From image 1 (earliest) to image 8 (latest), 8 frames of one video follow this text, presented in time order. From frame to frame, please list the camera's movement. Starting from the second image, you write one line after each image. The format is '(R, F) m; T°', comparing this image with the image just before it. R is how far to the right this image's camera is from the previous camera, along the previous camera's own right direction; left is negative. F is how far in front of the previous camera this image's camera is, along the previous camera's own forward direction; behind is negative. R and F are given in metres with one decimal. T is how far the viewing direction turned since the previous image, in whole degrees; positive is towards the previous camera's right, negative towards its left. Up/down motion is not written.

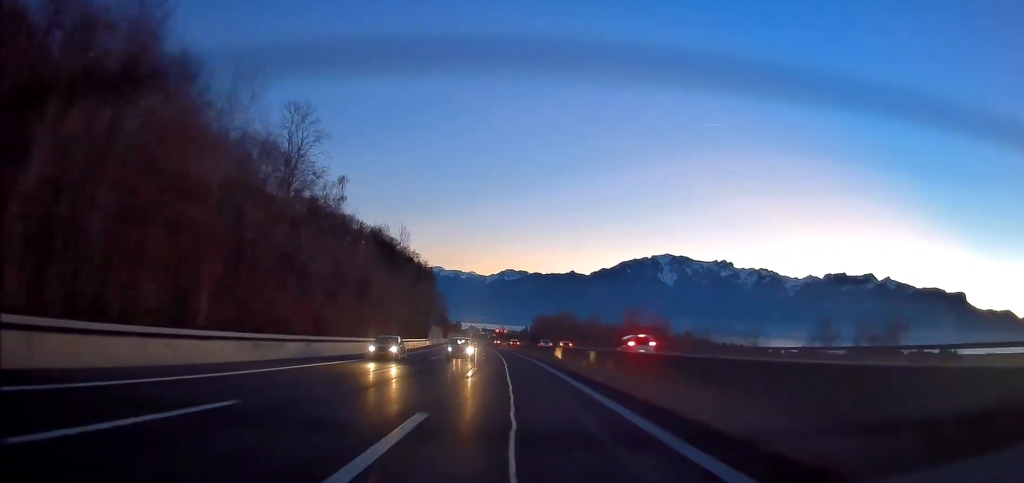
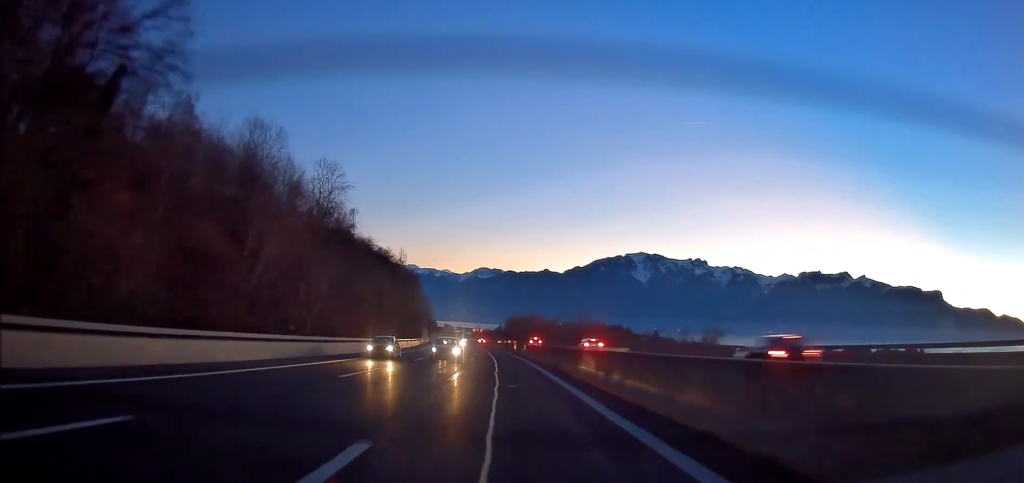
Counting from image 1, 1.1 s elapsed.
(+0.5, +32.8) m; +2°
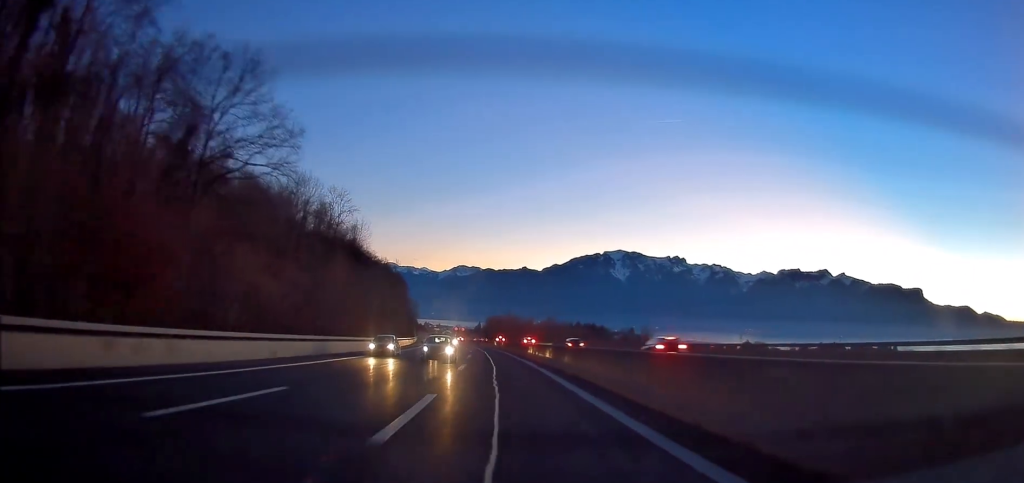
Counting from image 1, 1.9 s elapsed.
(+0.3, +24.7) m; +2°
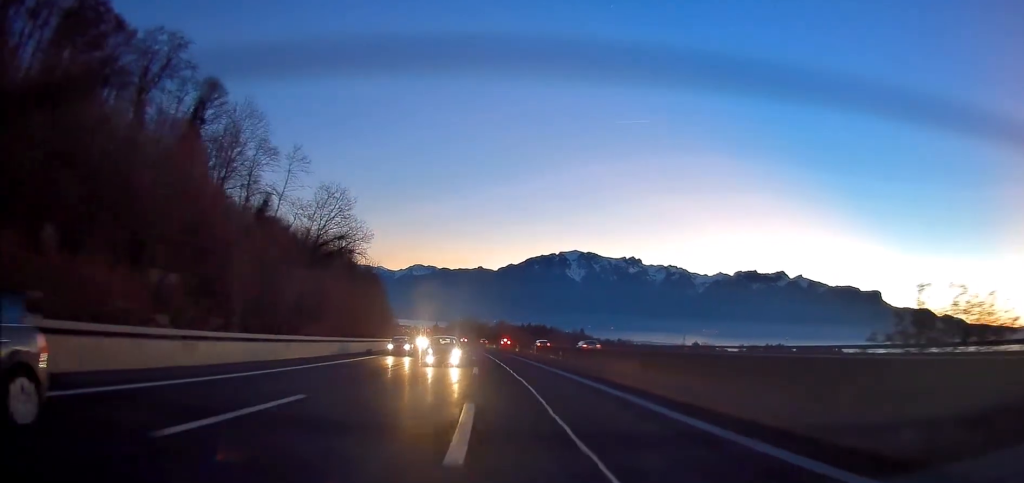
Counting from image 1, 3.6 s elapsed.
(+2.0, +52.7) m; +4°
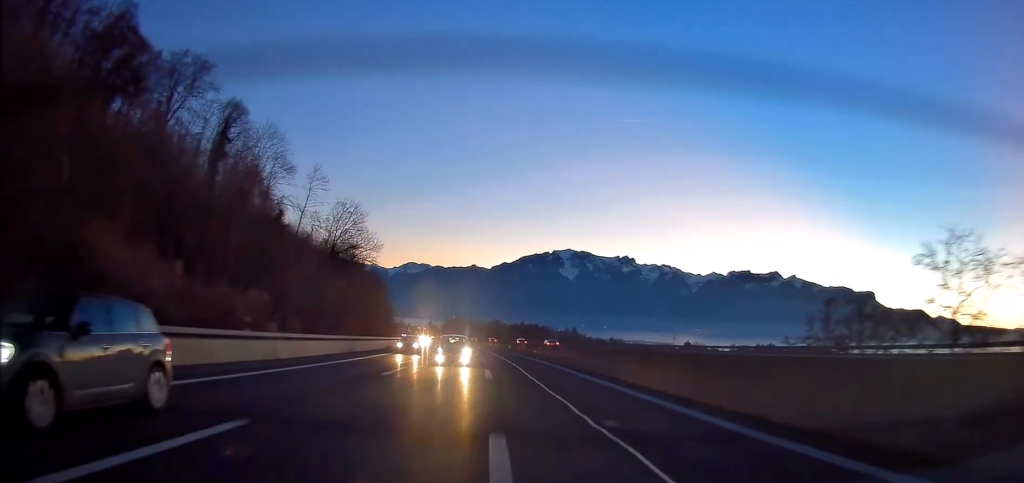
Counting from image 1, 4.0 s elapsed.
(+0.1, +13.6) m; +1°
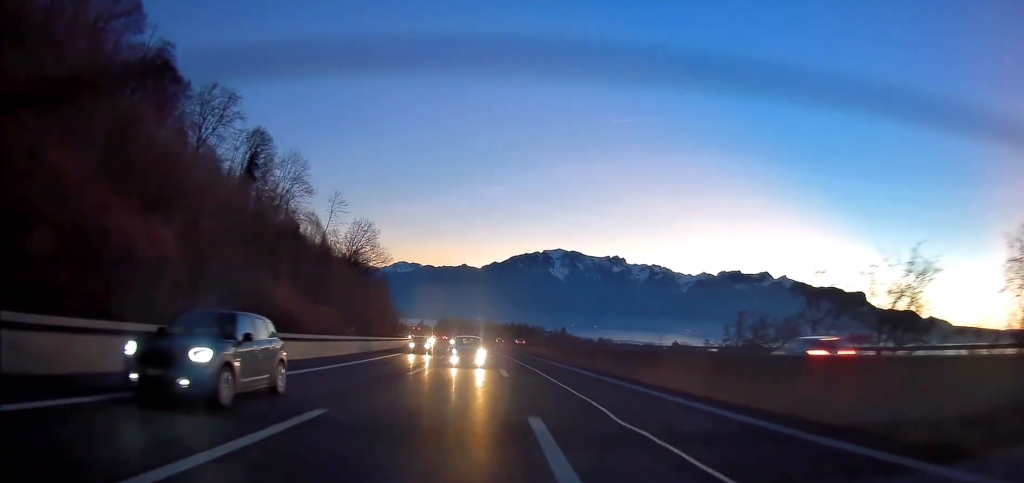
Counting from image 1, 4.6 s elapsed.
(0.0, +19.9) m; +1°
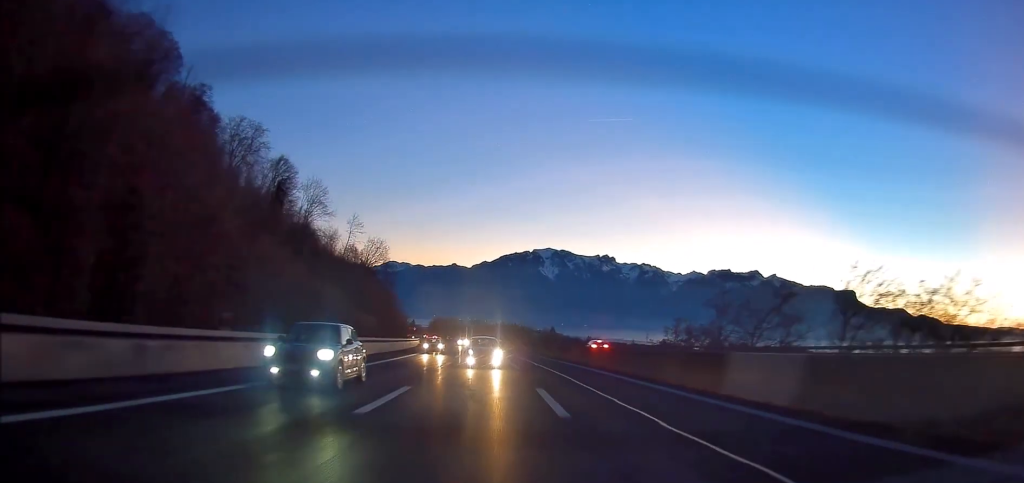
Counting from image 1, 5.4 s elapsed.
(+0.3, +24.2) m; +1°
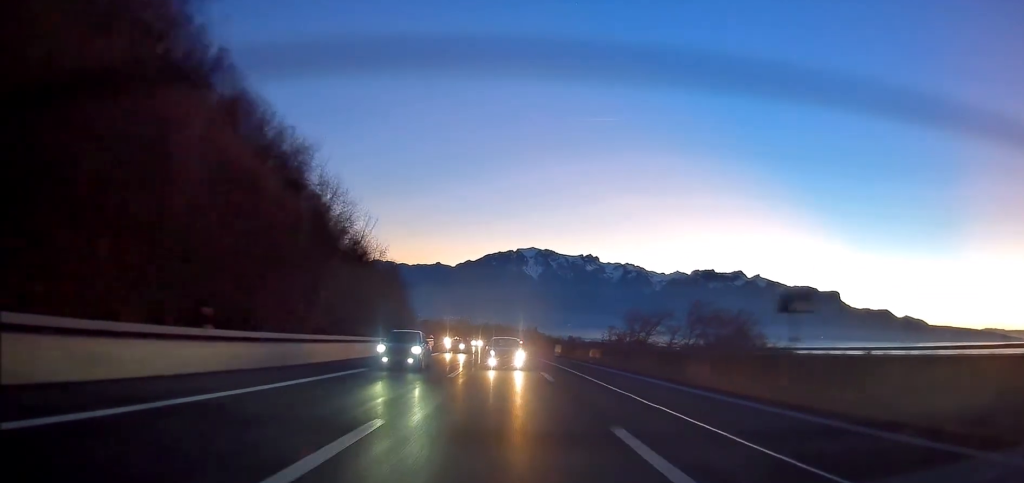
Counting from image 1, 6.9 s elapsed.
(+1.0, +46.5) m; +2°
